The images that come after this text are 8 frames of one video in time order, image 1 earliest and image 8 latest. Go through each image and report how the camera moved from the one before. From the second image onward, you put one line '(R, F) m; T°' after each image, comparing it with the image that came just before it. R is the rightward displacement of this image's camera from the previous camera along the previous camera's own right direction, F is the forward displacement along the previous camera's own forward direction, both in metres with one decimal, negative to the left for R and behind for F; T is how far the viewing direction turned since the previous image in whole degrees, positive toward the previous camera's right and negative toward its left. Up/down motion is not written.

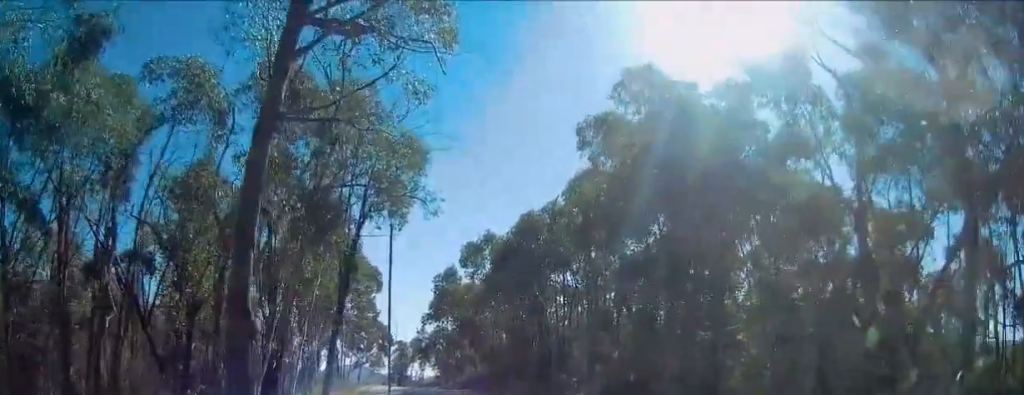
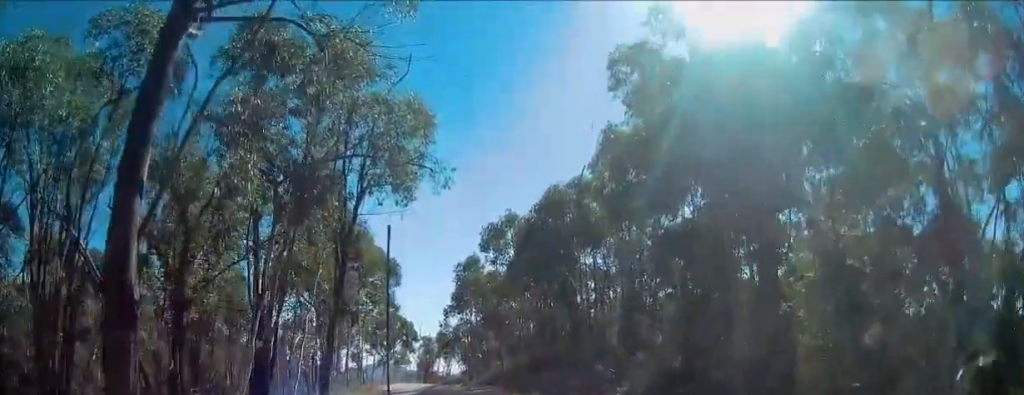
(0.0, +2.6) m; -1°
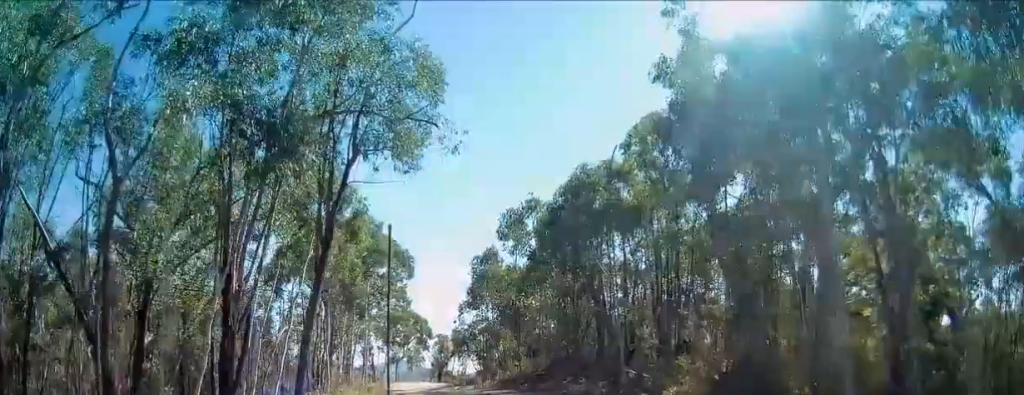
(0.0, +2.8) m; -1°
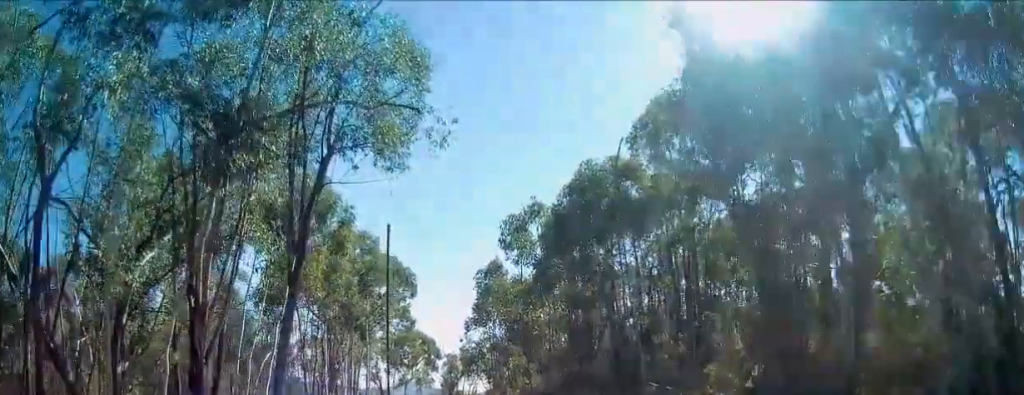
(0.0, +1.7) m; -1°
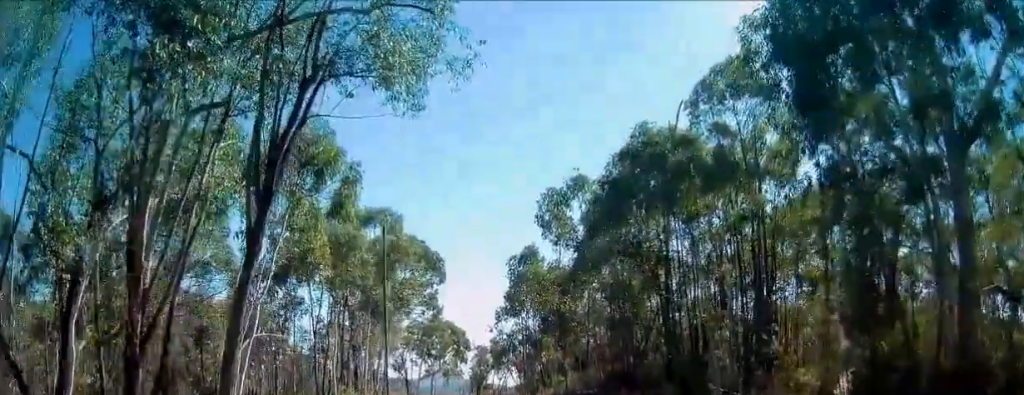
(0.0, +3.3) m; -2°
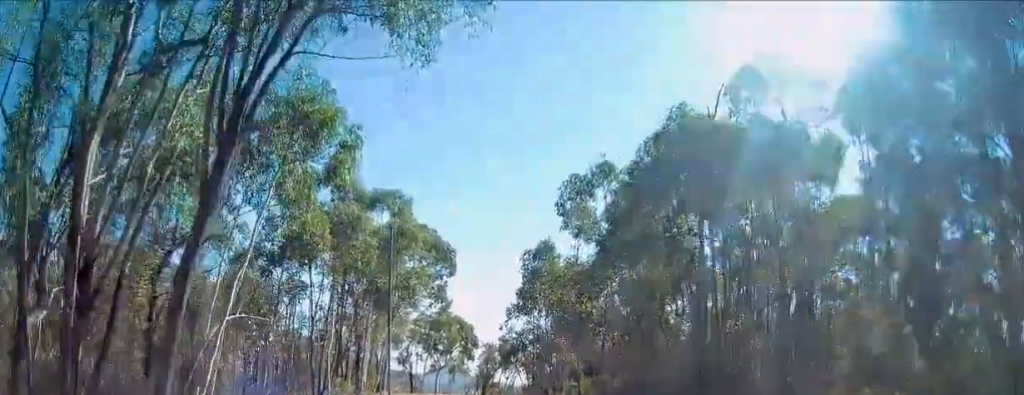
(0.0, +1.9) m; -1°
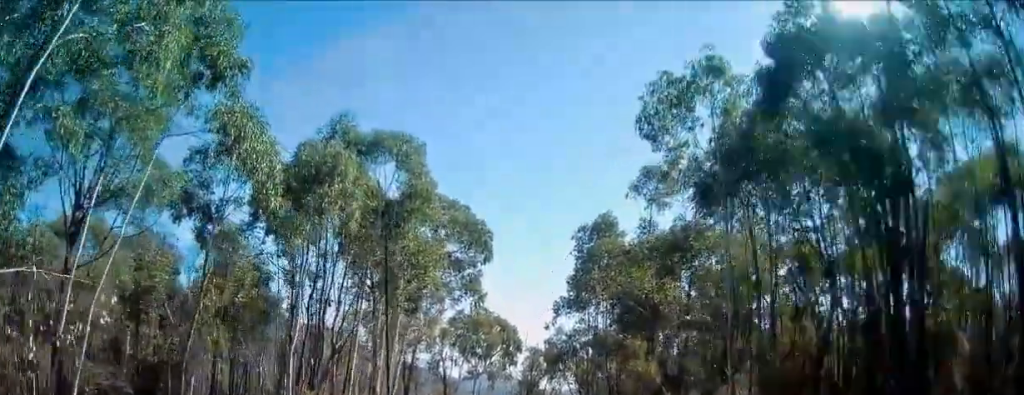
(0.0, +7.0) m; -5°
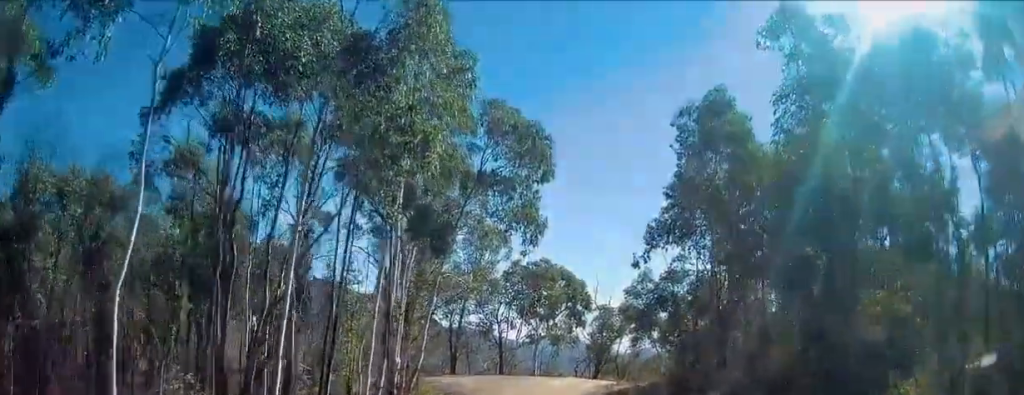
(-0.2, +7.6) m; -5°
